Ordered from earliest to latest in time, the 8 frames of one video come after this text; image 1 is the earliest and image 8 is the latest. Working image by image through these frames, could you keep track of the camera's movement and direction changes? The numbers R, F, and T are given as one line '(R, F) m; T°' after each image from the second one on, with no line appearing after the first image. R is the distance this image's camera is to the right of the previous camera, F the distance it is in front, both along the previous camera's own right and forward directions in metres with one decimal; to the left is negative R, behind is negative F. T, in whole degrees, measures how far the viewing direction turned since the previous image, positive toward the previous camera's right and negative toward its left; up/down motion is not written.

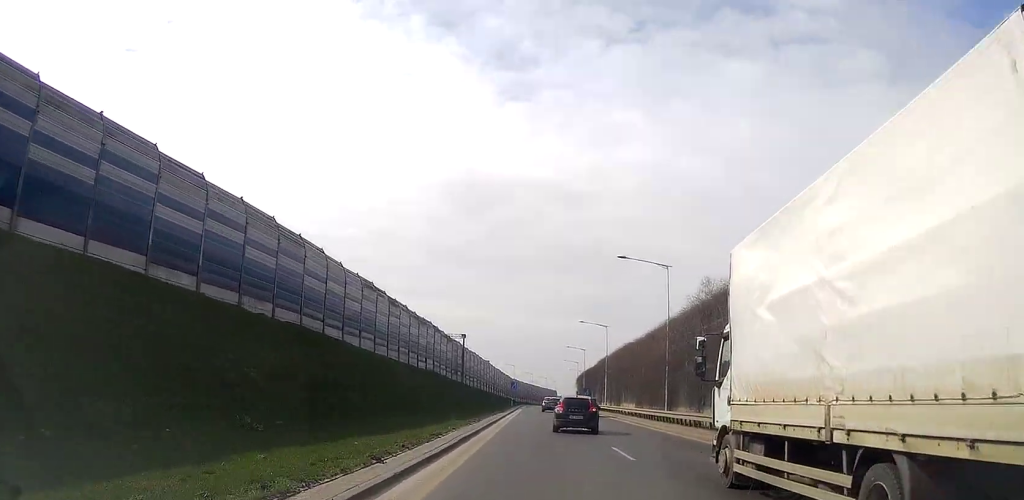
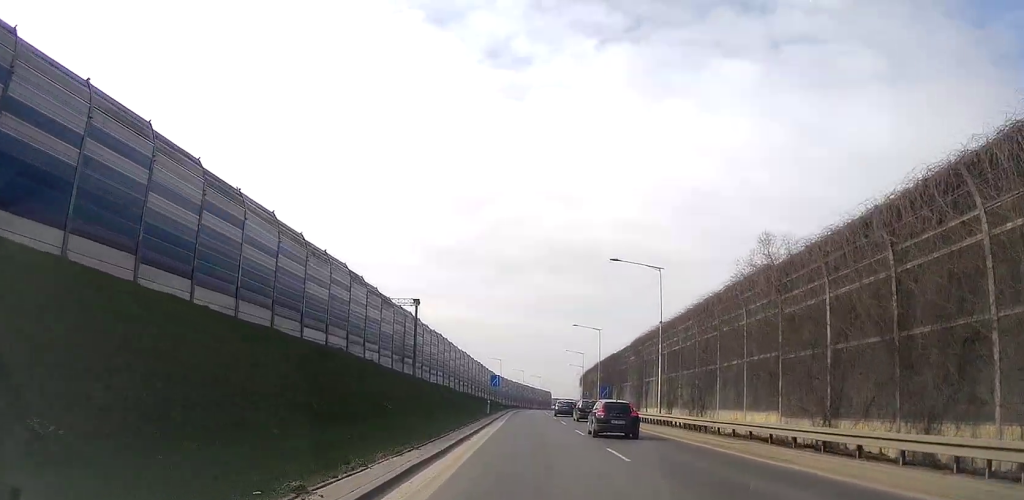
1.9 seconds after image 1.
(+0.9, +36.2) m; +3°
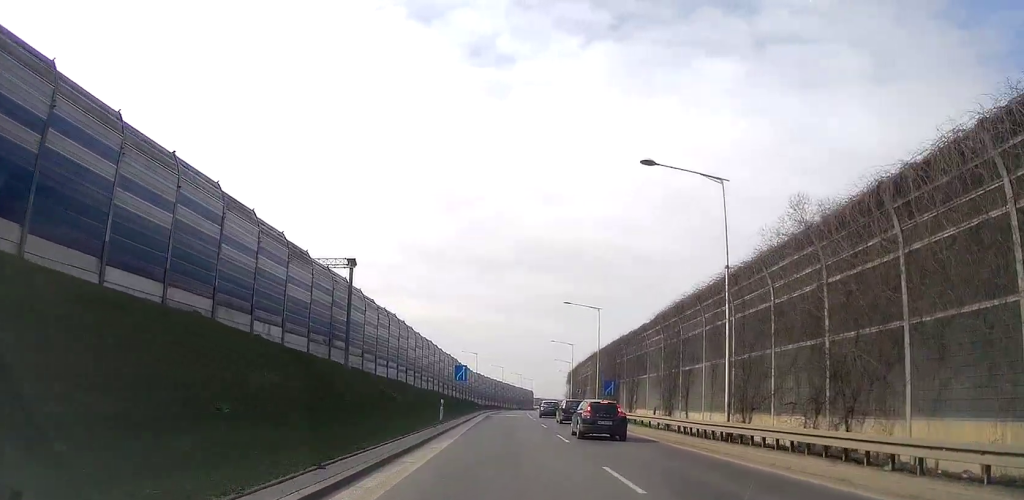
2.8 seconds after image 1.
(+0.3, +17.7) m; +1°
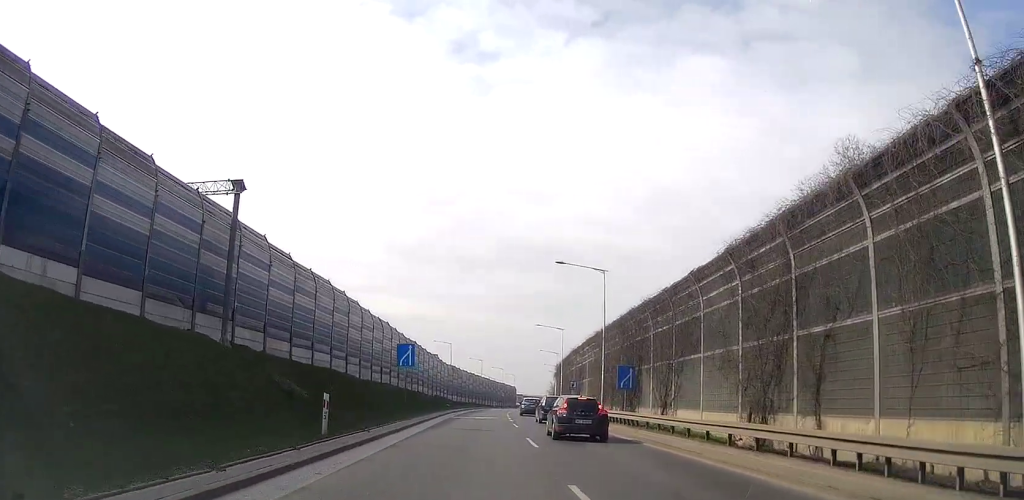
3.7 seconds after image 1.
(+0.1, +15.8) m; 0°
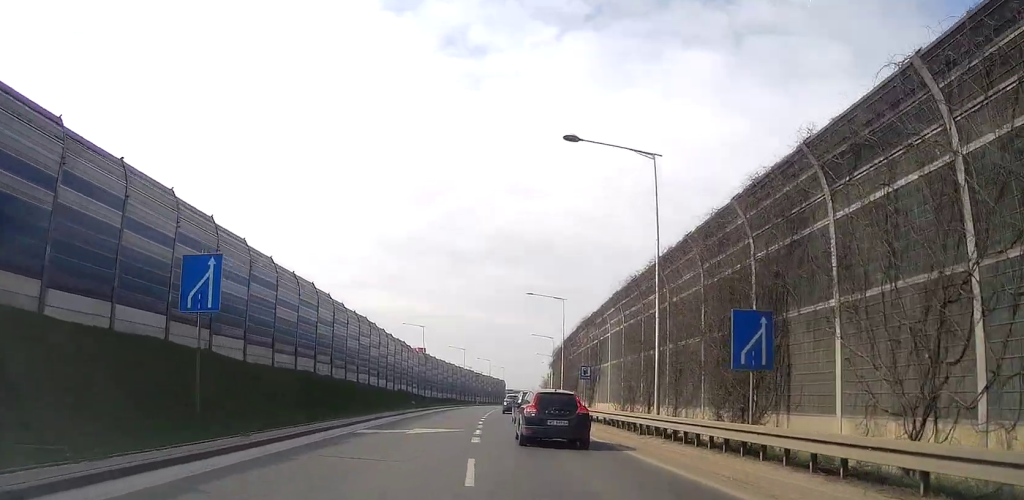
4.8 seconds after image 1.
(0.0, +19.9) m; 0°
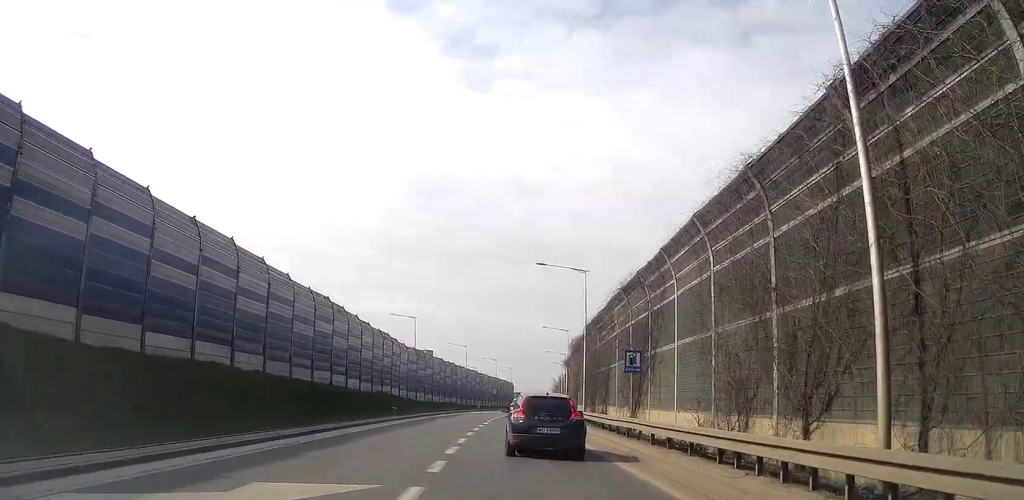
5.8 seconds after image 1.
(0.0, +14.7) m; 0°
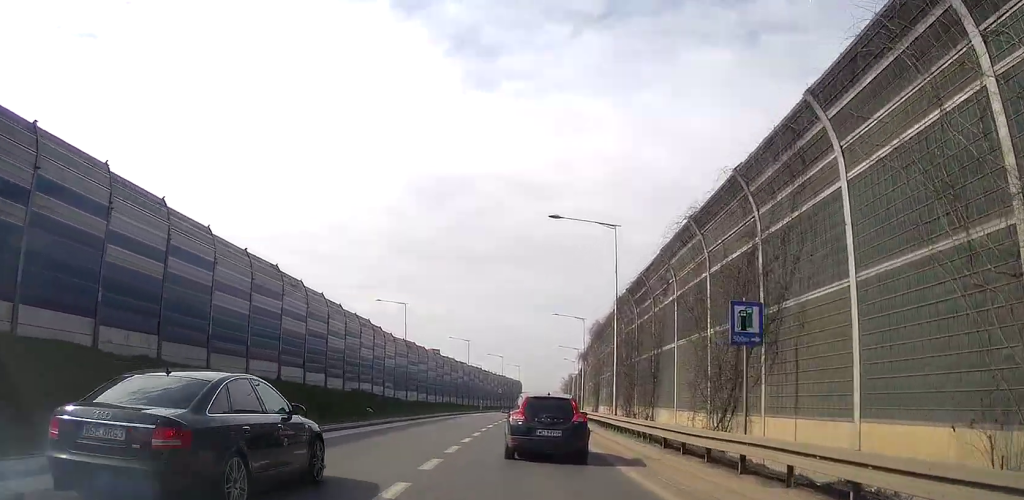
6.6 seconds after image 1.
(0.0, +12.0) m; -1°
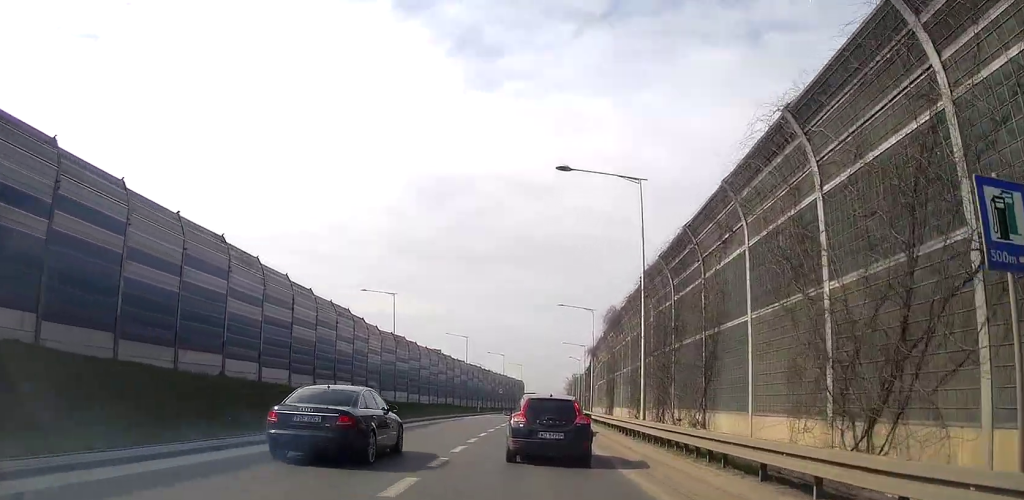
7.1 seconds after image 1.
(+0.1, +7.4) m; -1°
